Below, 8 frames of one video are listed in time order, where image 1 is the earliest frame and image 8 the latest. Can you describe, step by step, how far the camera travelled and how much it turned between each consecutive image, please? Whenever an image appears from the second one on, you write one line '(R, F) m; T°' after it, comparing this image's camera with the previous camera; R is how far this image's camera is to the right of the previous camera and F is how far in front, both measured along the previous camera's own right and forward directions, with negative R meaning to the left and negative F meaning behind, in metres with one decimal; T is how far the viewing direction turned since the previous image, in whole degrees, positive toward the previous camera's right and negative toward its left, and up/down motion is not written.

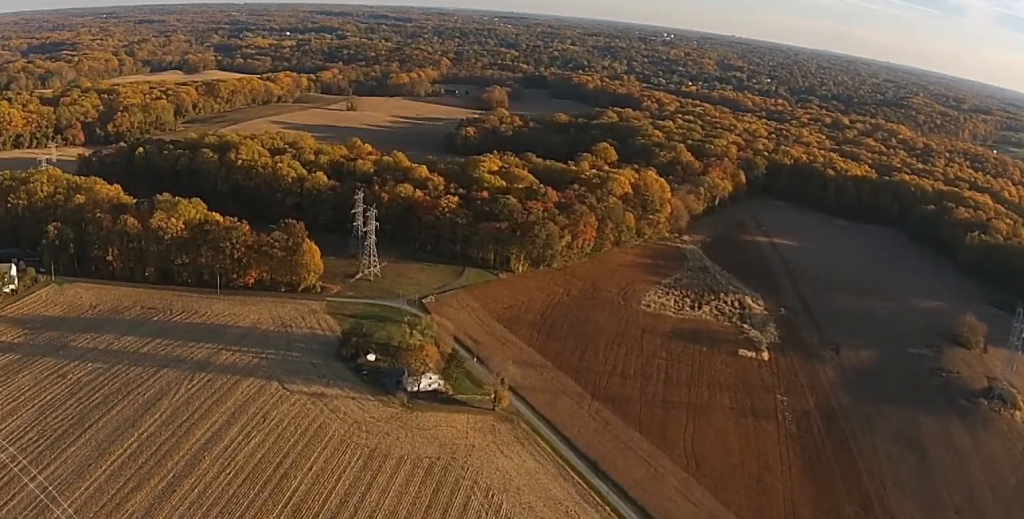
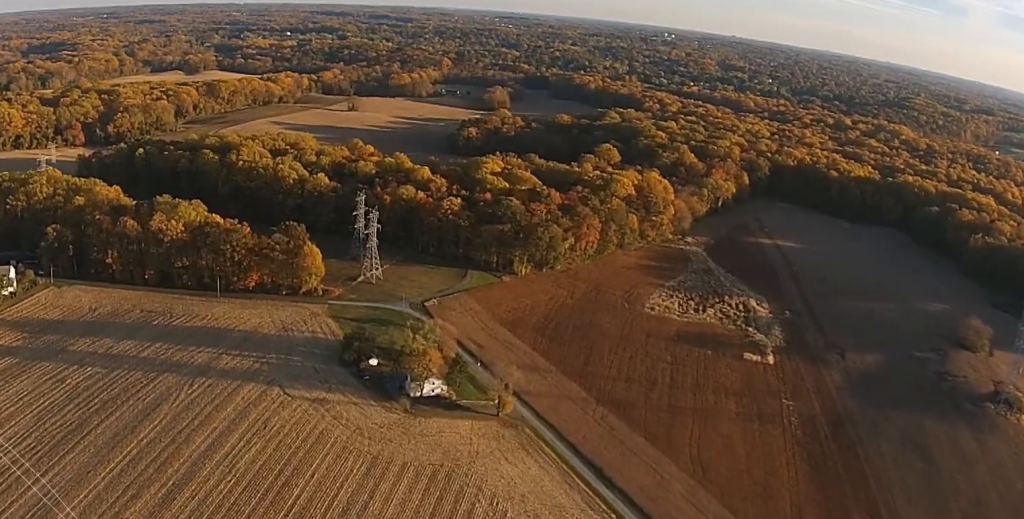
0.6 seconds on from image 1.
(0.0, +3.8) m; 0°
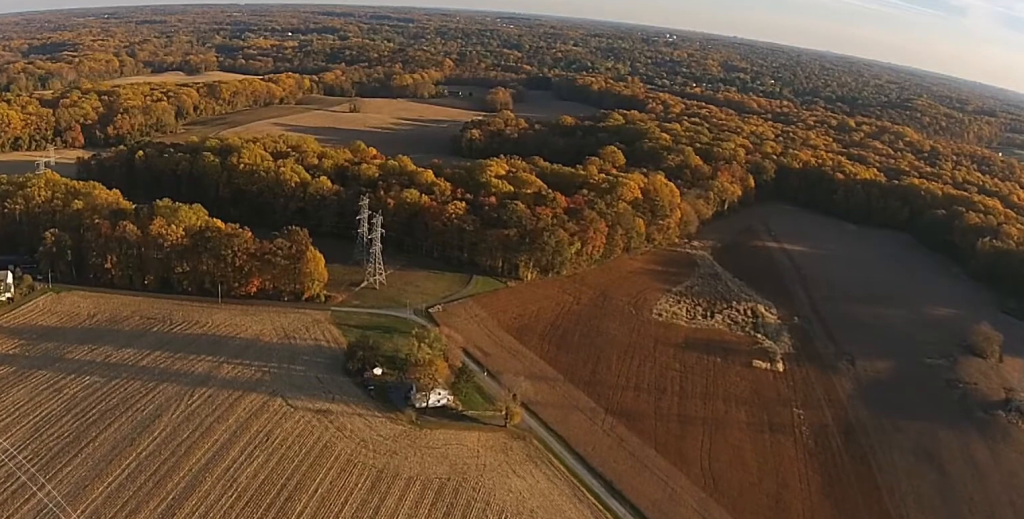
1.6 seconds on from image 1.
(0.0, +7.3) m; +2°
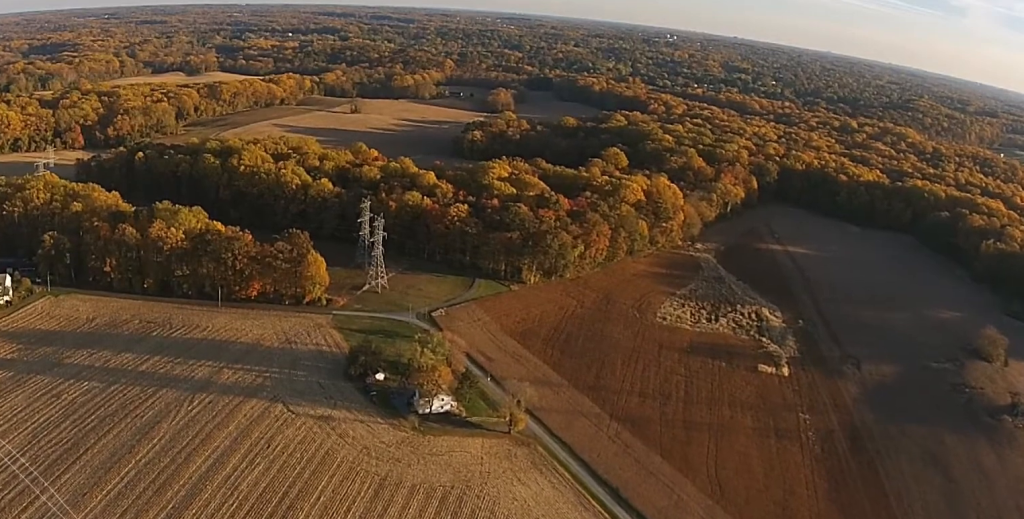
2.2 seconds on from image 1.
(+0.1, +3.8) m; -1°
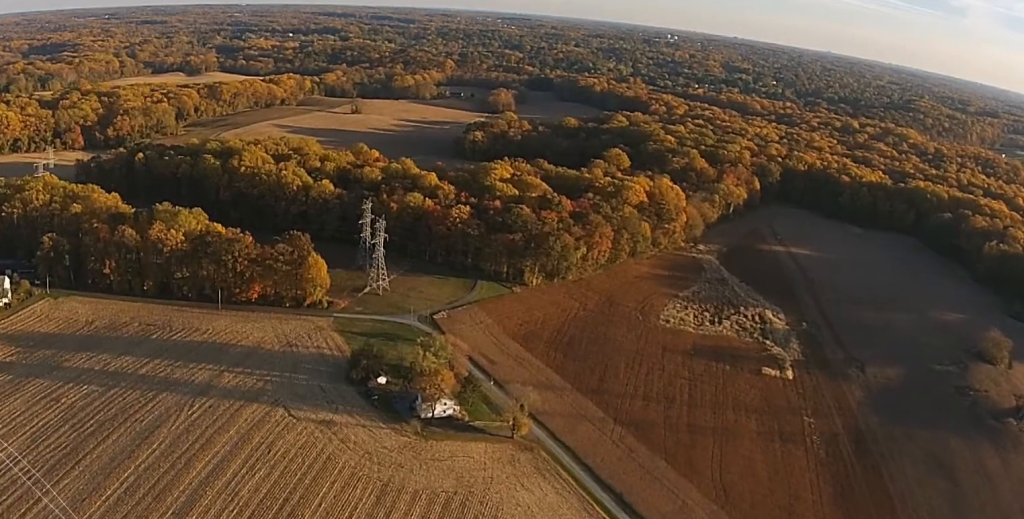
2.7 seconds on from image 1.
(+0.2, +2.7) m; -1°
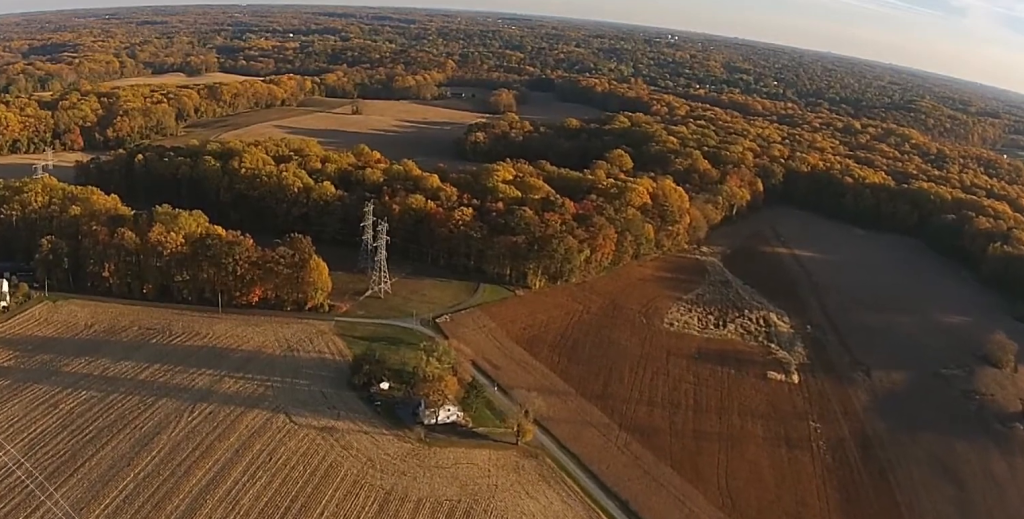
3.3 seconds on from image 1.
(-0.3, +4.3) m; -1°
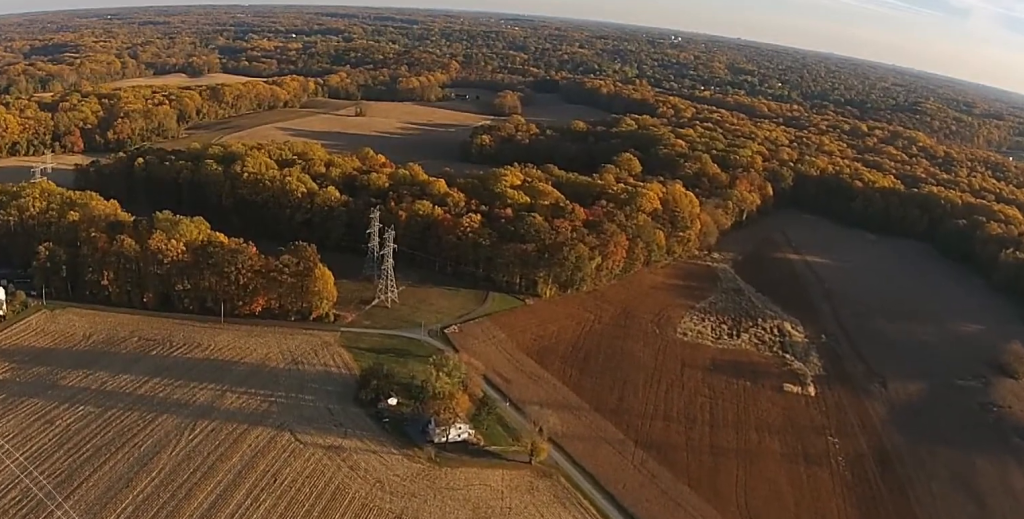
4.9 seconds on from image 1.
(0.0, +11.6) m; +1°
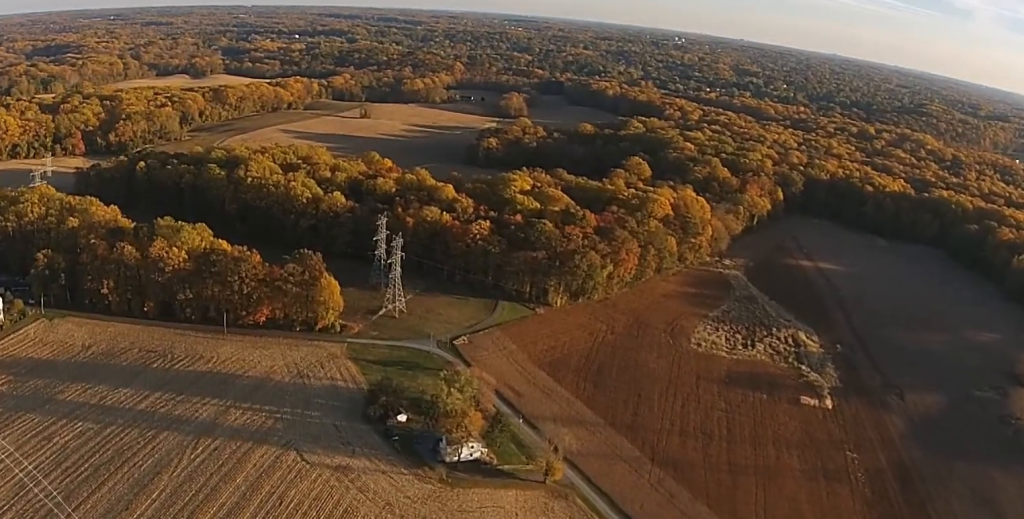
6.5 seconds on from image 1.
(0.0, +10.8) m; 0°
